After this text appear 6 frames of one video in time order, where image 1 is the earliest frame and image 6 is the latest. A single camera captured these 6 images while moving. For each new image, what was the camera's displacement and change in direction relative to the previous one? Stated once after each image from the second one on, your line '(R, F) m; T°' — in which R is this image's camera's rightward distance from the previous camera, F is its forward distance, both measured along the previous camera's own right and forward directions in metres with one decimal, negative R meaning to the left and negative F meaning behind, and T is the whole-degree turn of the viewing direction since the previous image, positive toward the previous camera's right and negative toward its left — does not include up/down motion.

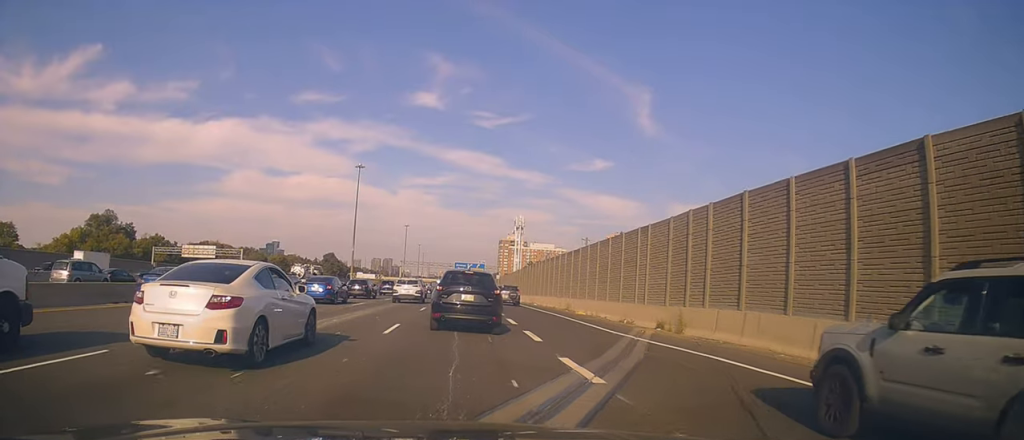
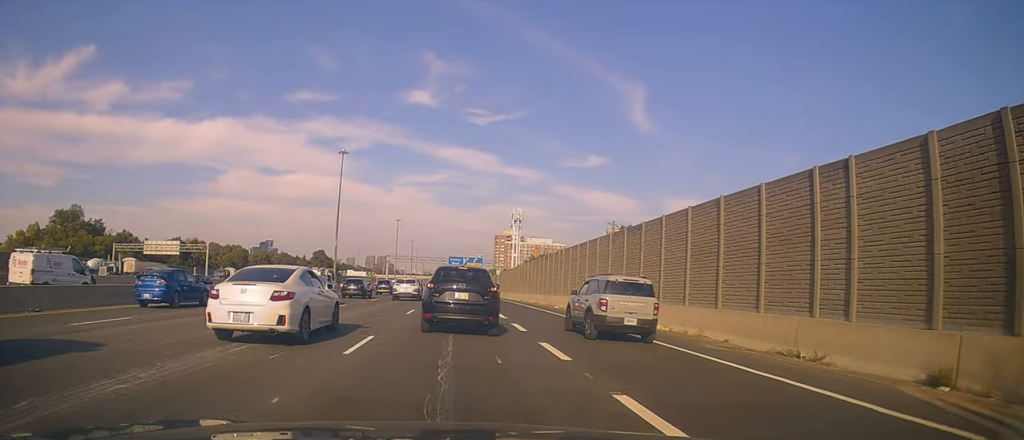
(-0.3, +17.5) m; 0°
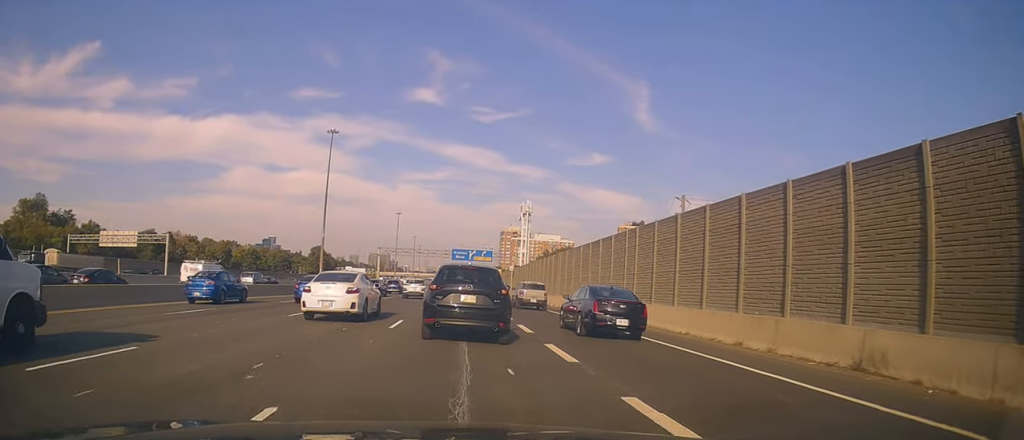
(+0.4, +20.1) m; 0°
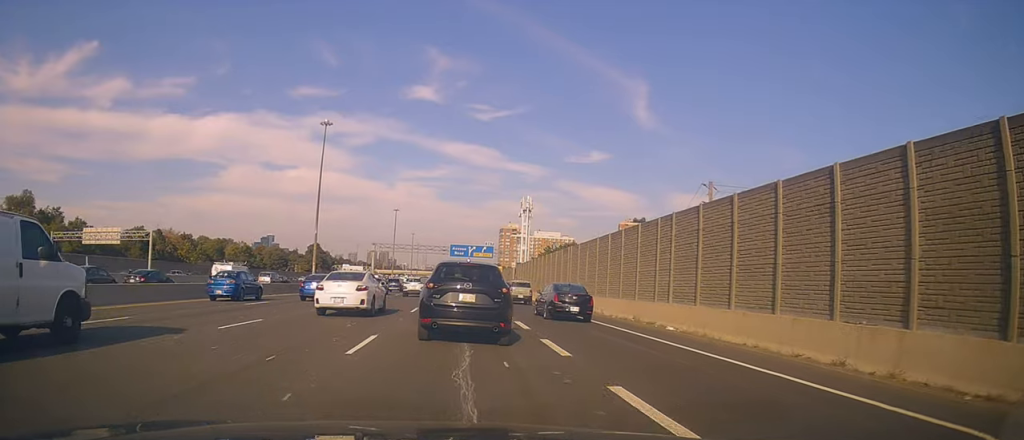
(0.0, +5.6) m; -1°
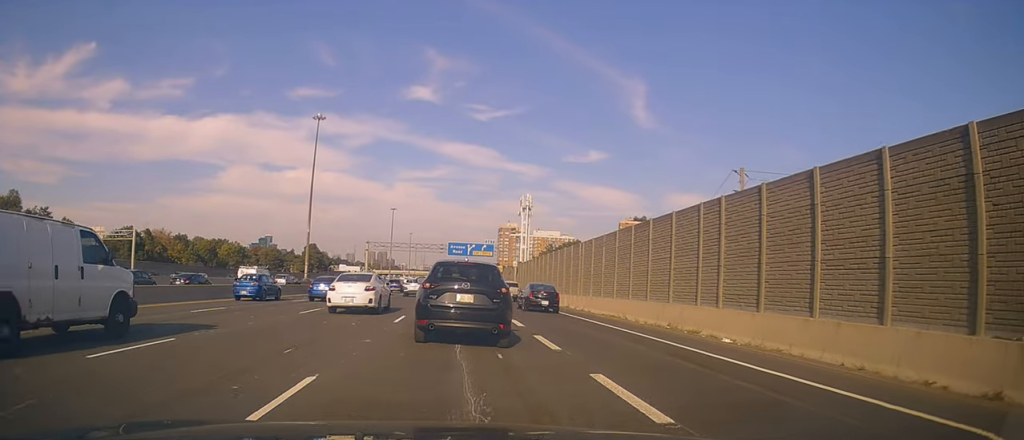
(+0.3, +5.5) m; -2°
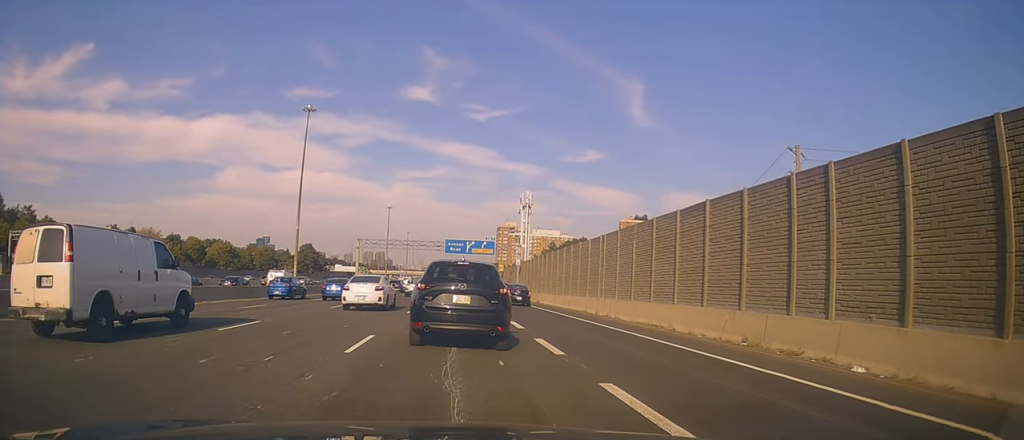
(-0.7, +7.4) m; +2°
